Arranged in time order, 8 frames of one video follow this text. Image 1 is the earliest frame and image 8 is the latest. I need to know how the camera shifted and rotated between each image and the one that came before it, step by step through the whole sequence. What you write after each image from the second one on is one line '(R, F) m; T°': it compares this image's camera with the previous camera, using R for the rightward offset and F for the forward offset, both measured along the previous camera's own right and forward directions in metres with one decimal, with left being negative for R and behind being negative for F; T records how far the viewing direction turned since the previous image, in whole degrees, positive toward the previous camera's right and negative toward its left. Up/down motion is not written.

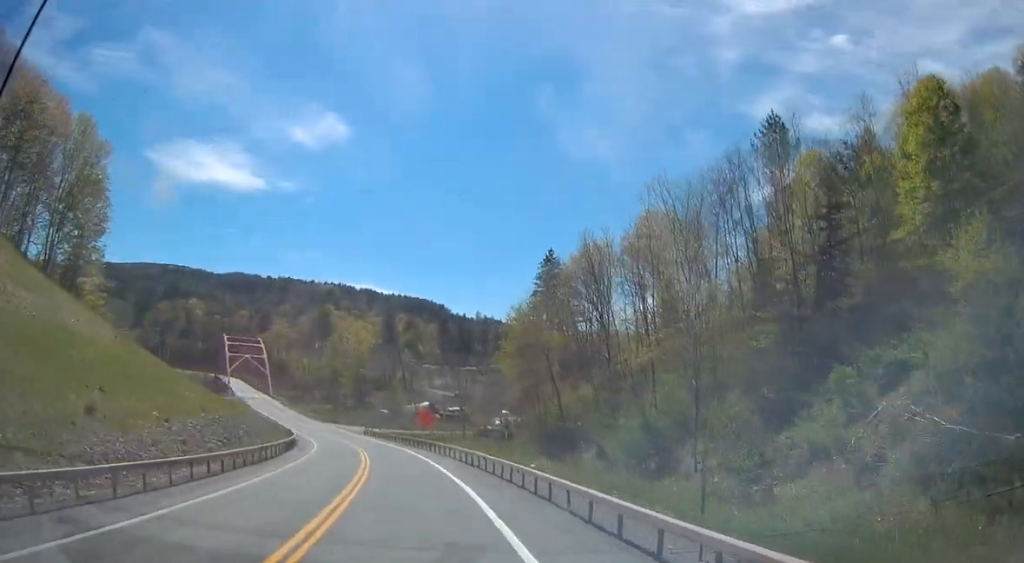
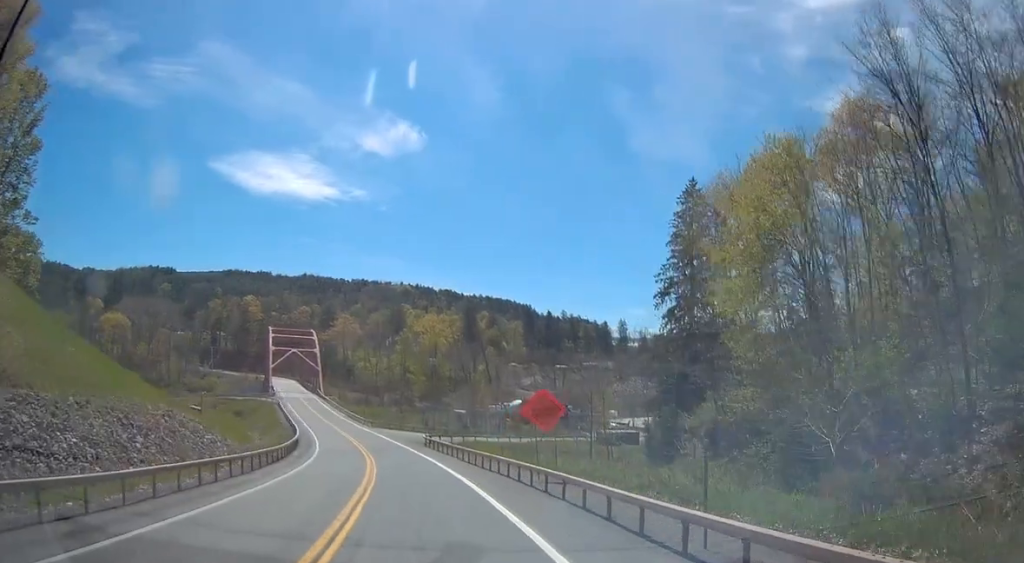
(-2.0, +30.7) m; -7°
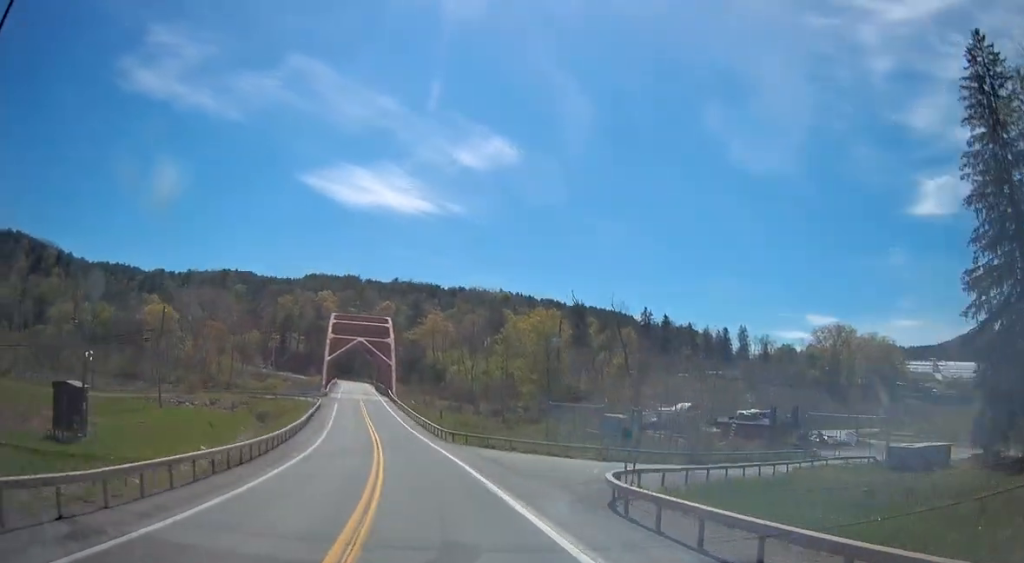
(-2.4, +35.1) m; -8°
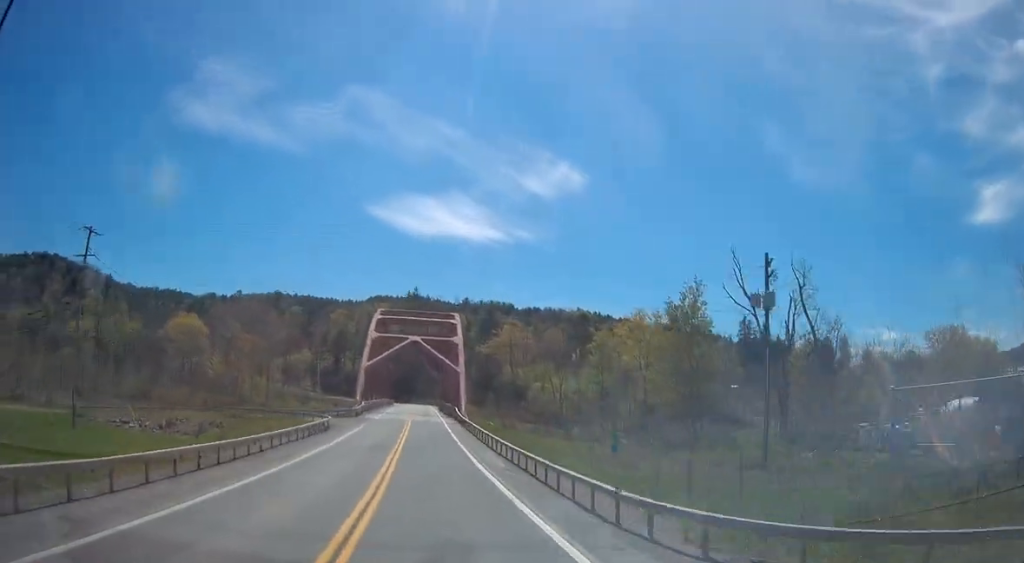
(-2.0, +31.9) m; -7°
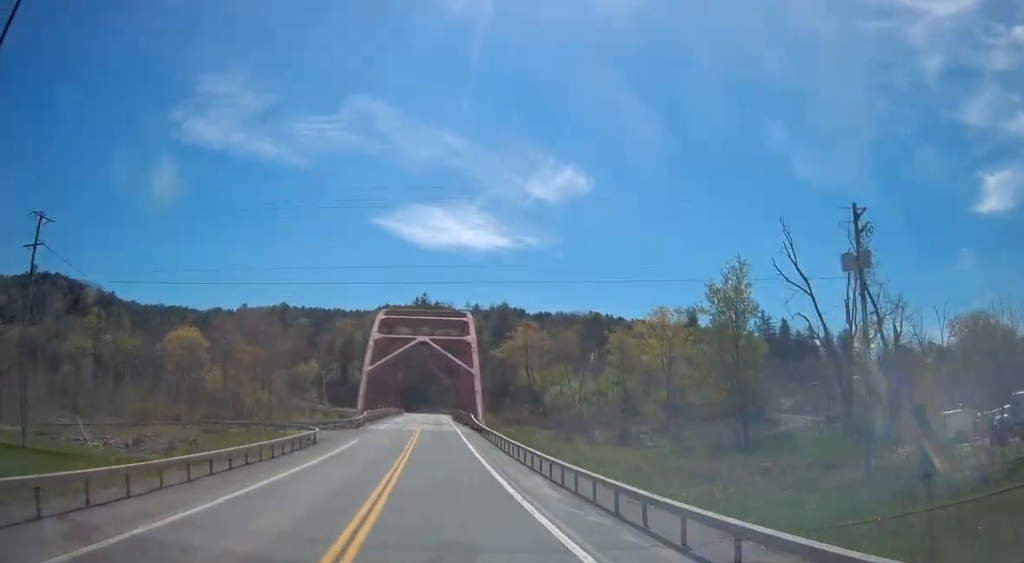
(-0.1, +8.0) m; -1°
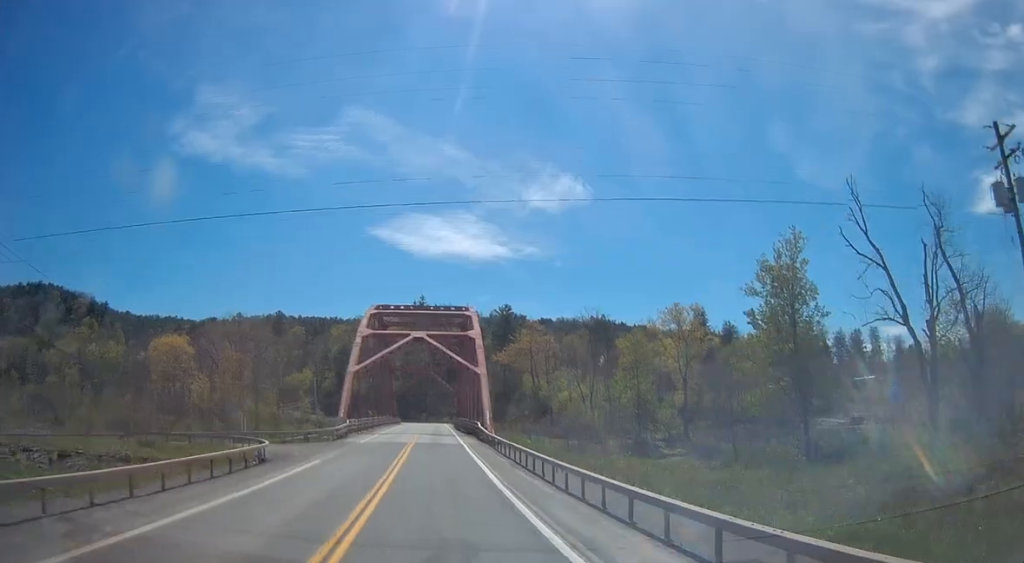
(-0.2, +10.7) m; -1°
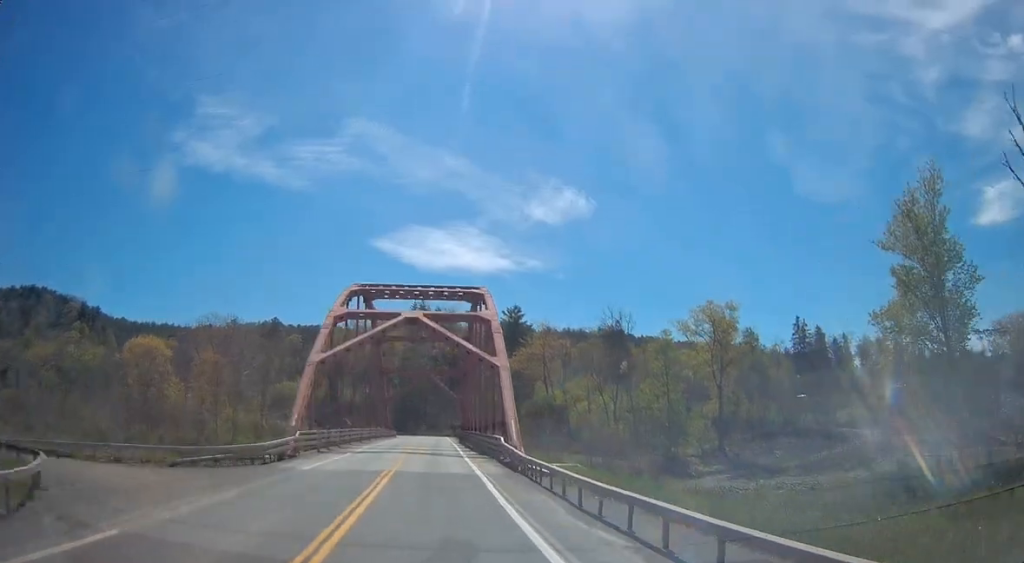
(-0.3, +17.4) m; -1°
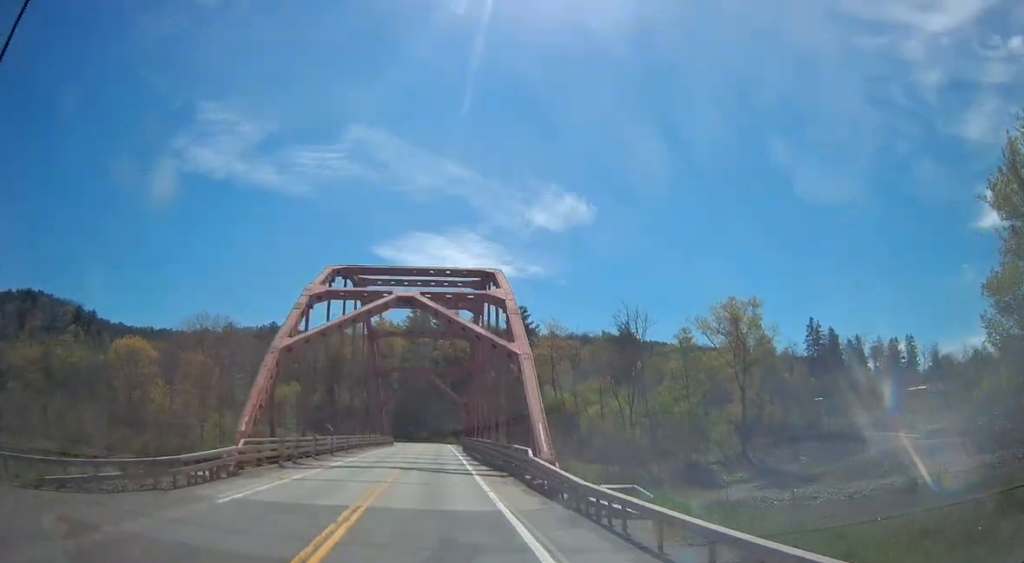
(0.0, +9.3) m; 0°
